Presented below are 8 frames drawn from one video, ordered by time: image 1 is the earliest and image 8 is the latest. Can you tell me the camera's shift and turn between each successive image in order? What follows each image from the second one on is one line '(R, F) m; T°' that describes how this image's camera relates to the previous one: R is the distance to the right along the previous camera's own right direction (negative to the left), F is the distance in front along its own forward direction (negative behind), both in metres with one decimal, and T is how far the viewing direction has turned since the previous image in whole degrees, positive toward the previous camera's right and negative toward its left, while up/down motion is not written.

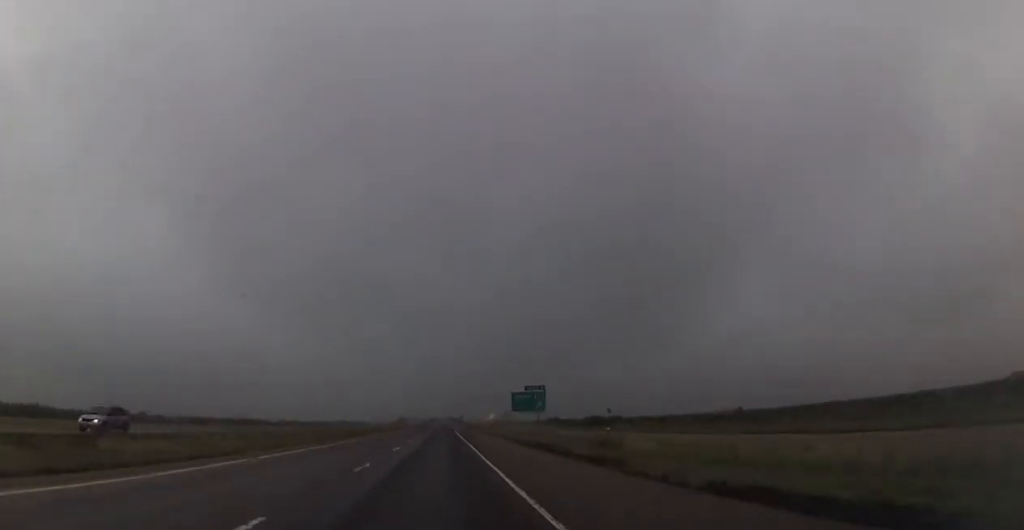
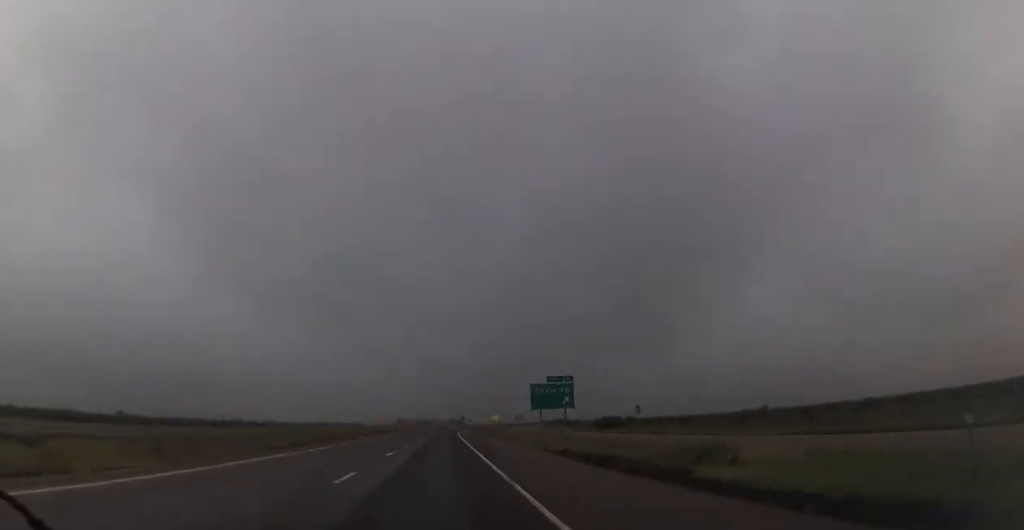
(+0.1, +15.7) m; 0°
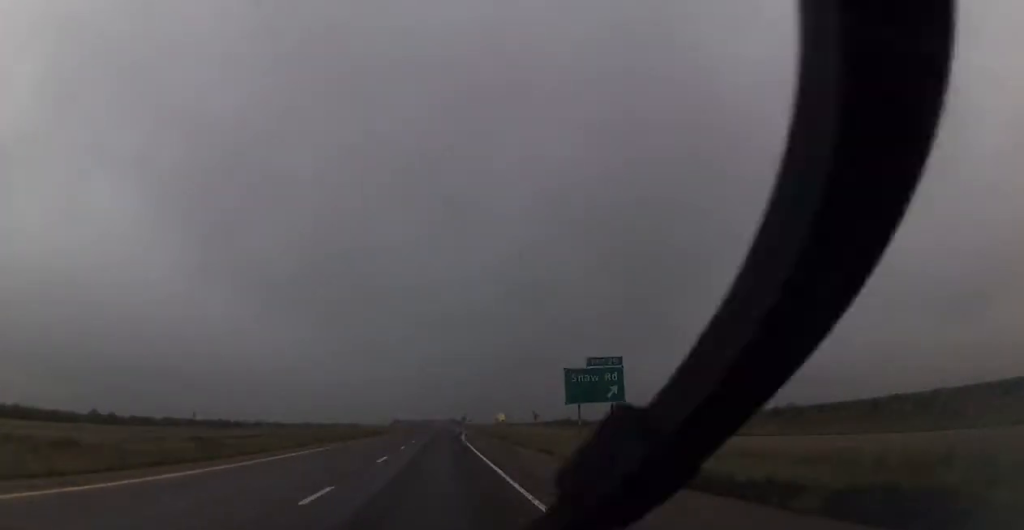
(0.0, +15.7) m; 0°
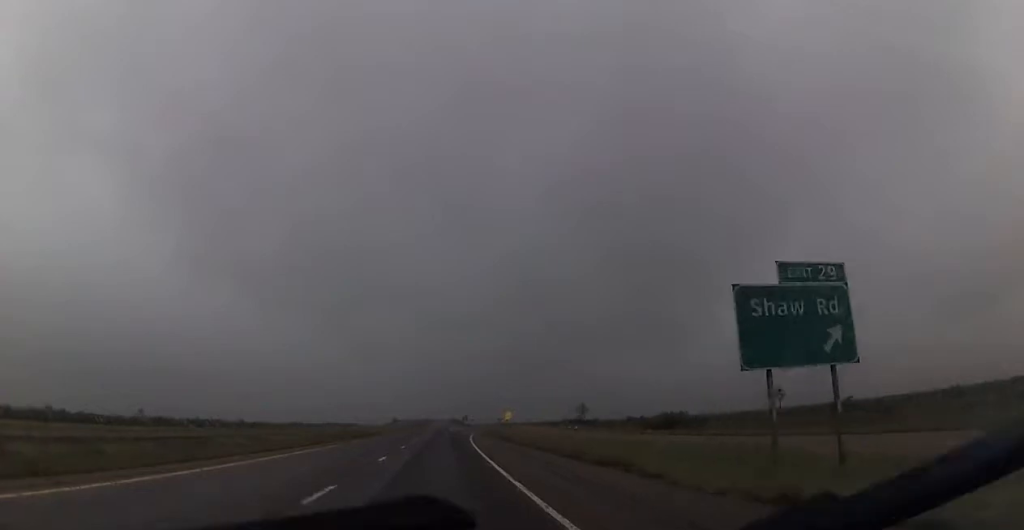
(0.0, +24.1) m; 0°
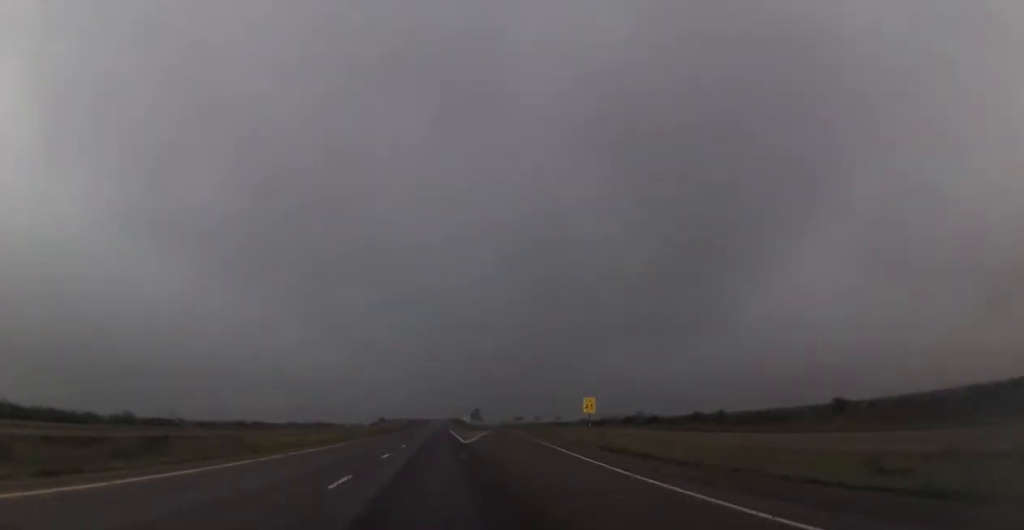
(-1.0, +82.1) m; 0°
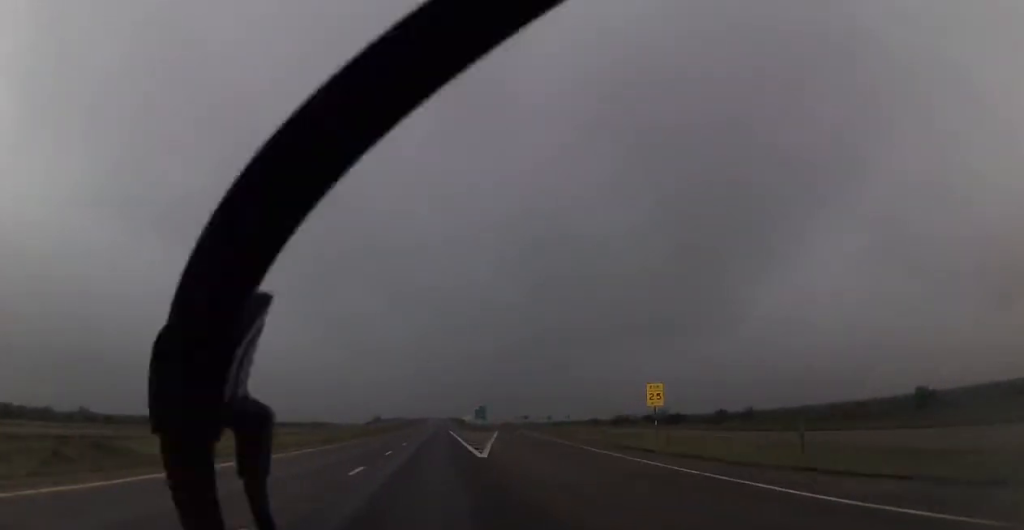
(+0.3, +20.5) m; 0°
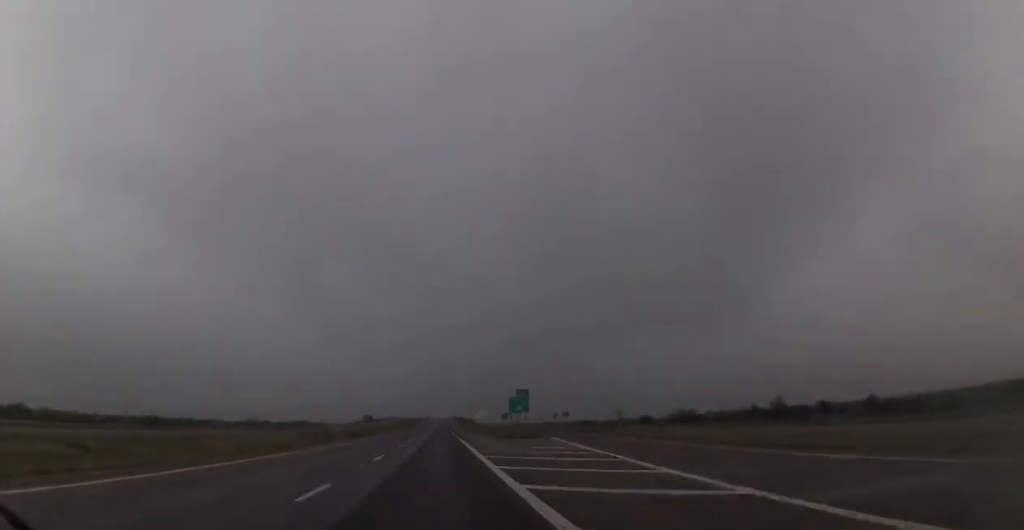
(0.0, +54.3) m; 0°
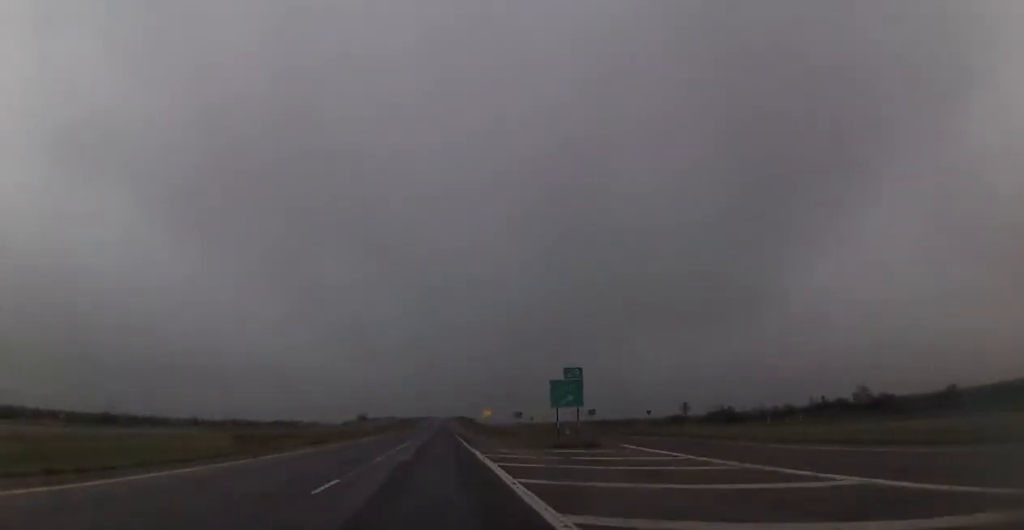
(0.0, +22.9) m; 0°
